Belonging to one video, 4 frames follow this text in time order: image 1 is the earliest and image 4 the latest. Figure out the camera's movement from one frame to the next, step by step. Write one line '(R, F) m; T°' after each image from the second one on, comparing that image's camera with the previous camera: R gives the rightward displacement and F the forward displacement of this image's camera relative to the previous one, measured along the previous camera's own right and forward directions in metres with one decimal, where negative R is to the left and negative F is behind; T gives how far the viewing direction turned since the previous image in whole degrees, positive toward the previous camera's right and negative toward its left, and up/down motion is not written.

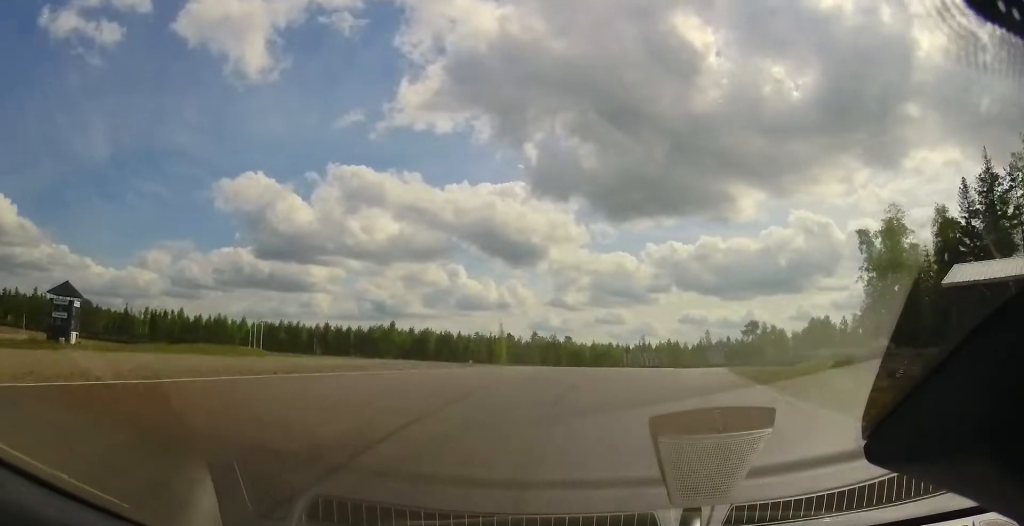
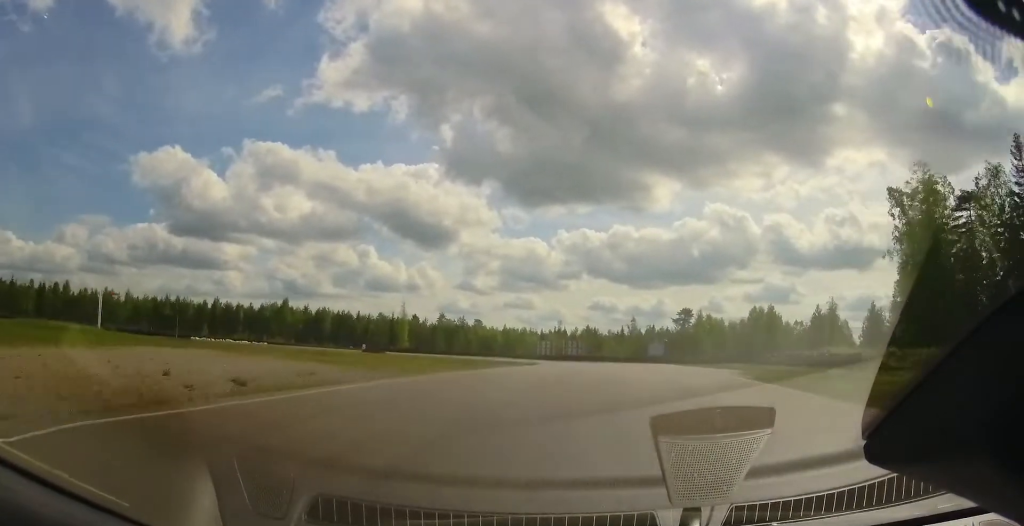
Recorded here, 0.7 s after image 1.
(+2.1, +17.7) m; +7°
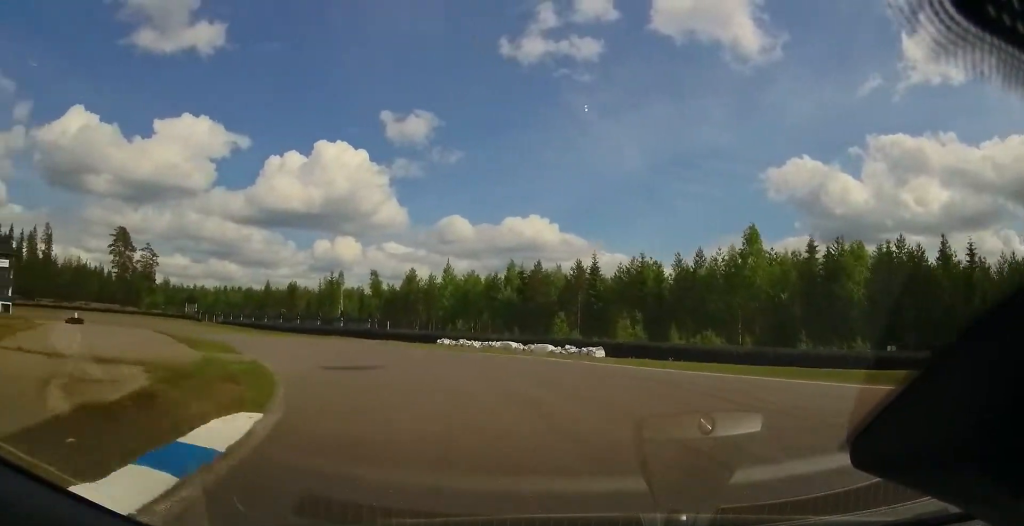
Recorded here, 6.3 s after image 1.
(-27.5, +104.7) m; -71°
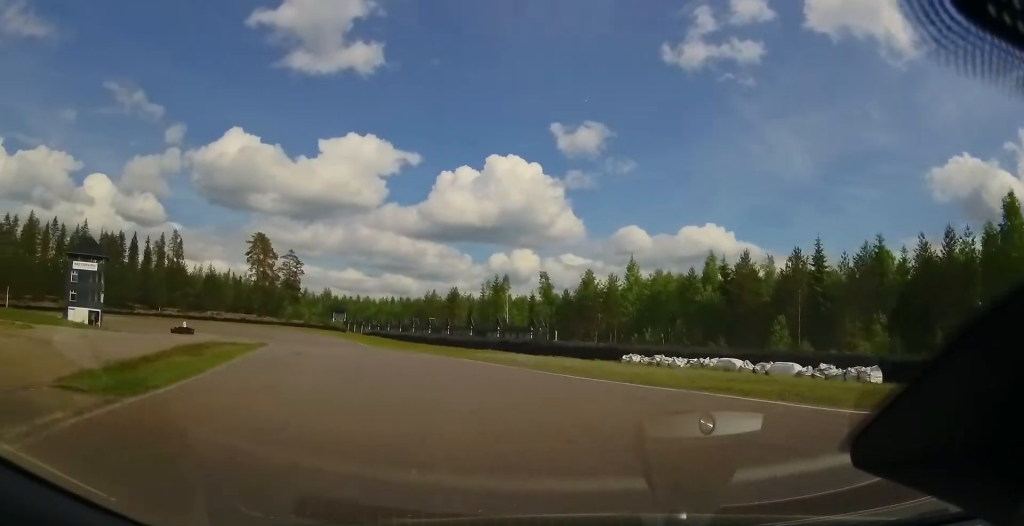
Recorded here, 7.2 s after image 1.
(-3.0, +16.2) m; -17°
